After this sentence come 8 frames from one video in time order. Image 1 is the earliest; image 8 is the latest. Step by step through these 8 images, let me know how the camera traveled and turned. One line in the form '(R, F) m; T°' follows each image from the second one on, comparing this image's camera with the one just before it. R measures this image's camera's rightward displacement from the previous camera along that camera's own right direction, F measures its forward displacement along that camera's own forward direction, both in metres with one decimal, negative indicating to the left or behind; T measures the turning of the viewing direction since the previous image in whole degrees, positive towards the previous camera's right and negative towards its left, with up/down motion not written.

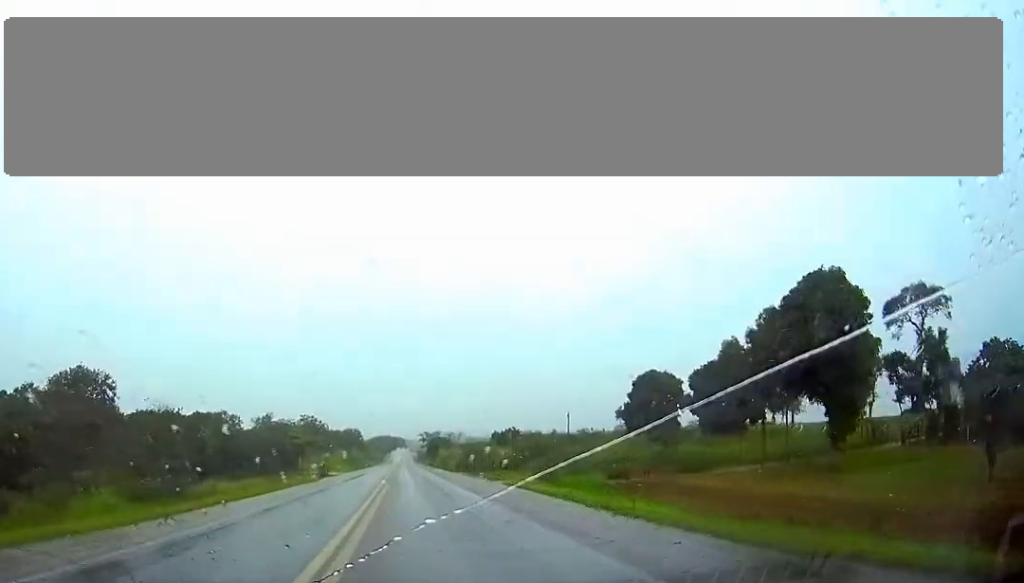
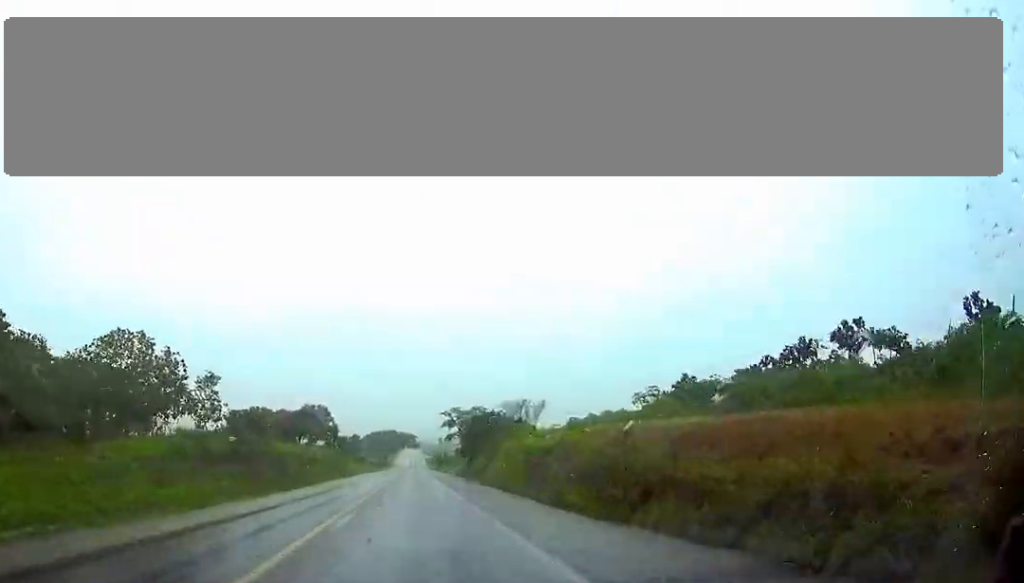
(-0.3, +97.3) m; 0°
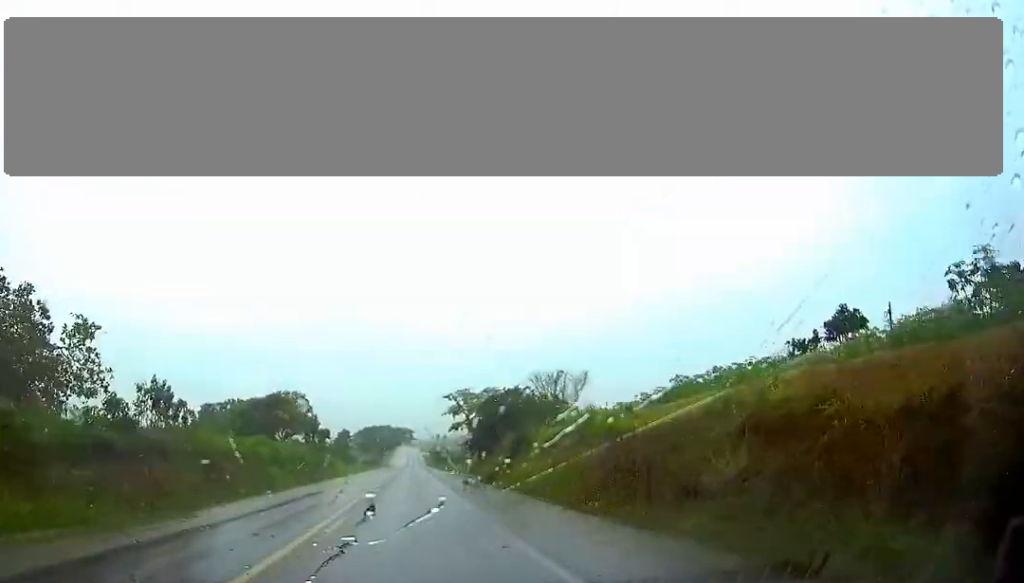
(+0.2, +19.4) m; 0°
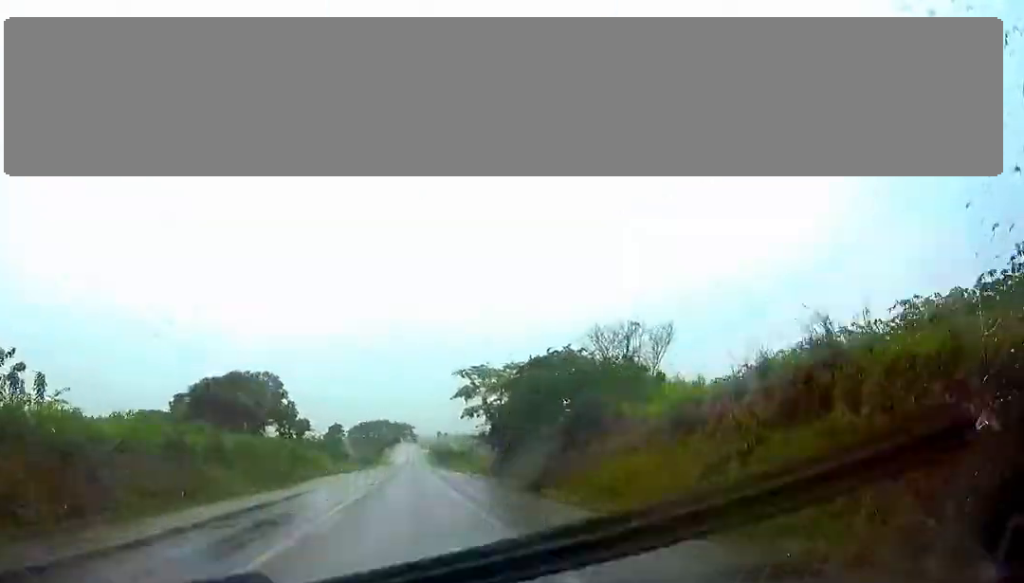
(-0.1, +17.9) m; 0°
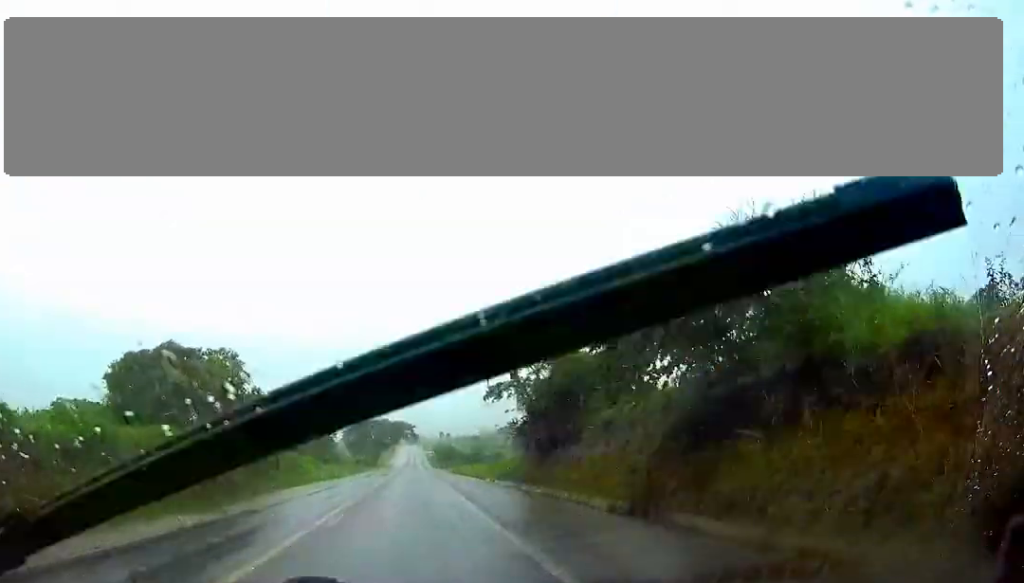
(0.0, +17.0) m; 0°
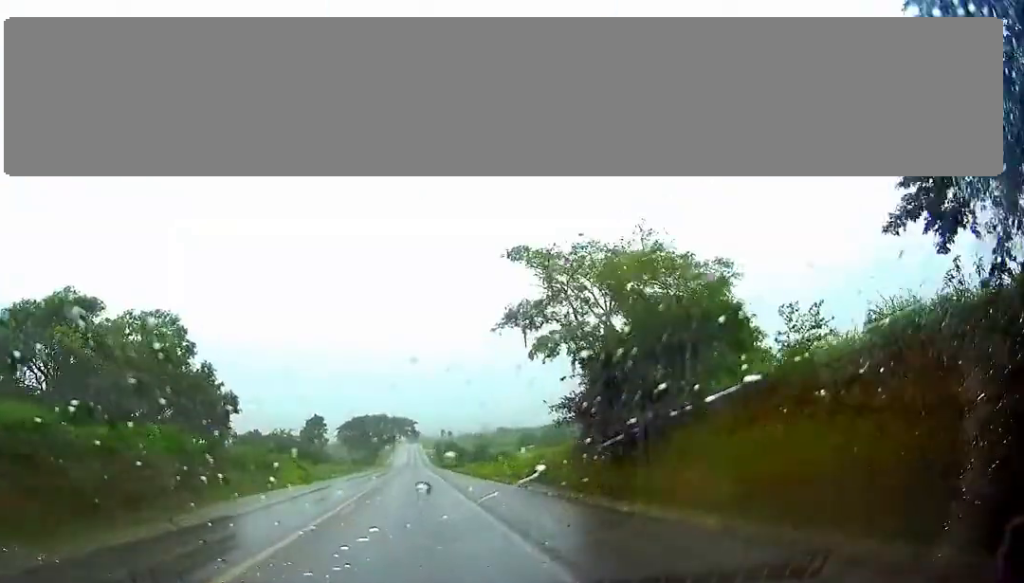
(-0.1, +14.4) m; 0°
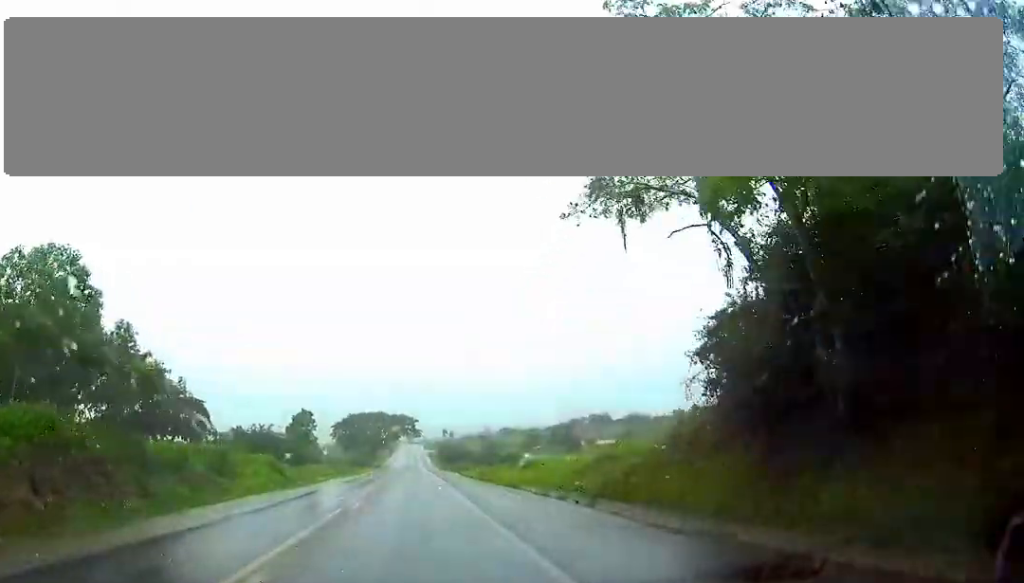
(0.0, +13.6) m; 0°
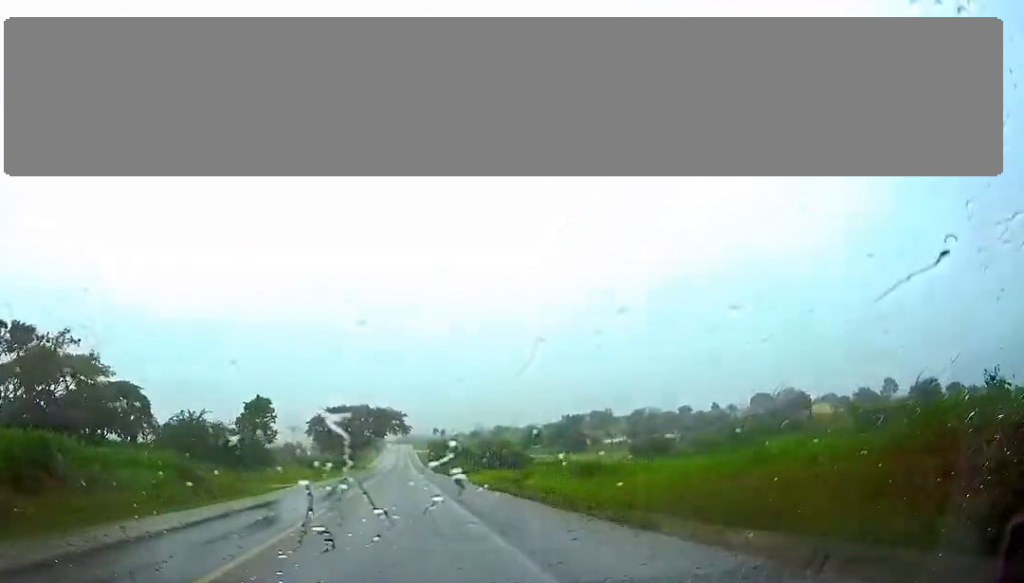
(+0.2, +22.7) m; 0°
